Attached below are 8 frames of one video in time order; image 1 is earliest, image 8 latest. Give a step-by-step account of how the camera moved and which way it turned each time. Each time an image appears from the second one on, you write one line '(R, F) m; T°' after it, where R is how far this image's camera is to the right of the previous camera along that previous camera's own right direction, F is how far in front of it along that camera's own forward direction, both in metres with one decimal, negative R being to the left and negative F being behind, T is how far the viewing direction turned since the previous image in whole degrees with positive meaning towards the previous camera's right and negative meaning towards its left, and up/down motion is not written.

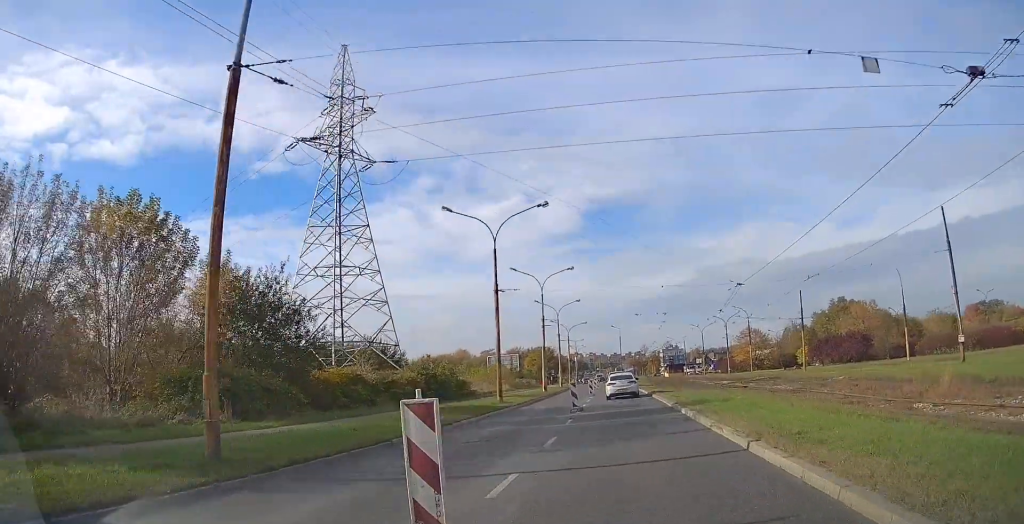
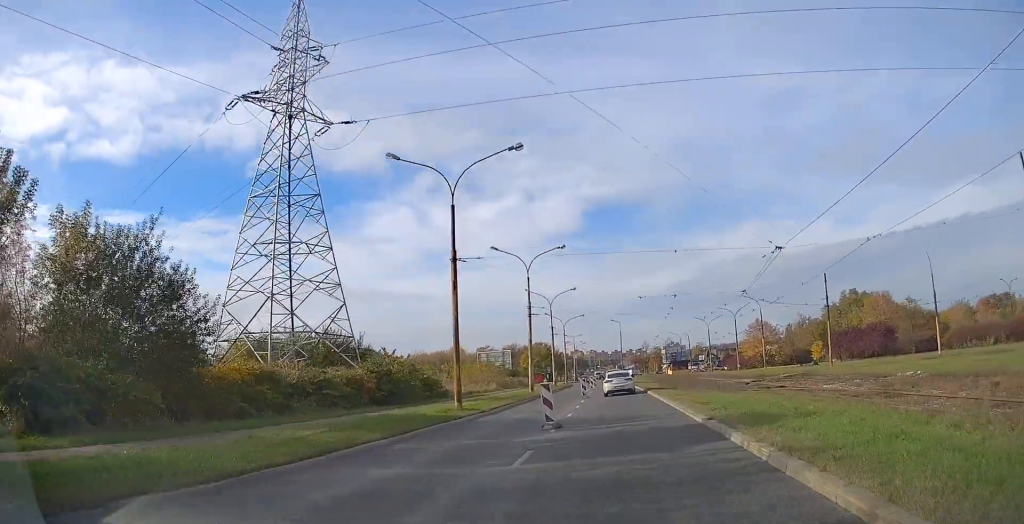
(-0.2, +9.5) m; -1°
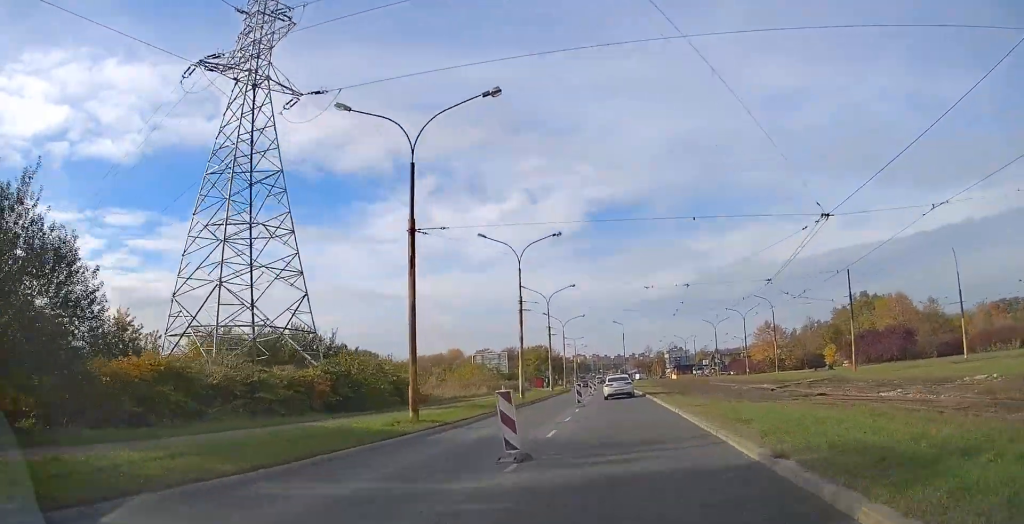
(-0.1, +6.2) m; -1°
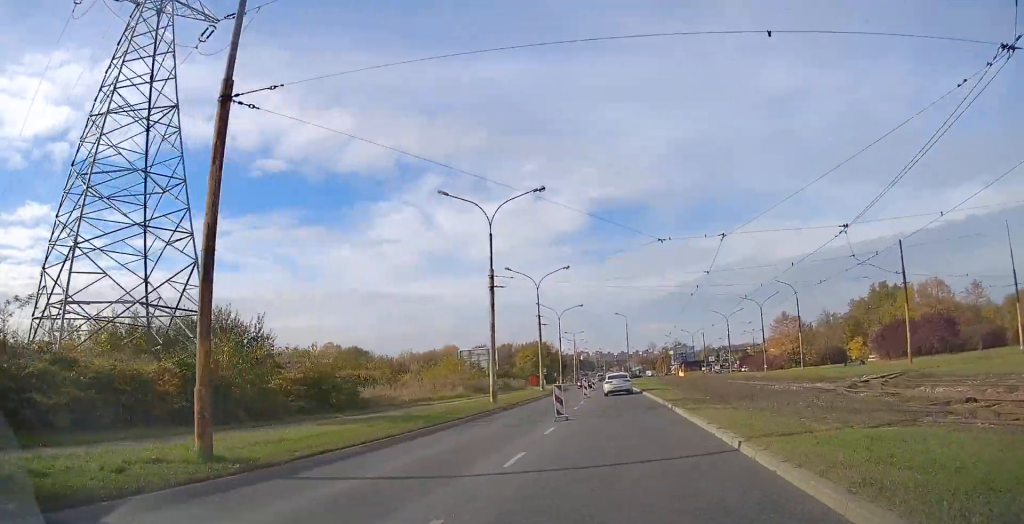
(+0.1, +11.4) m; +2°
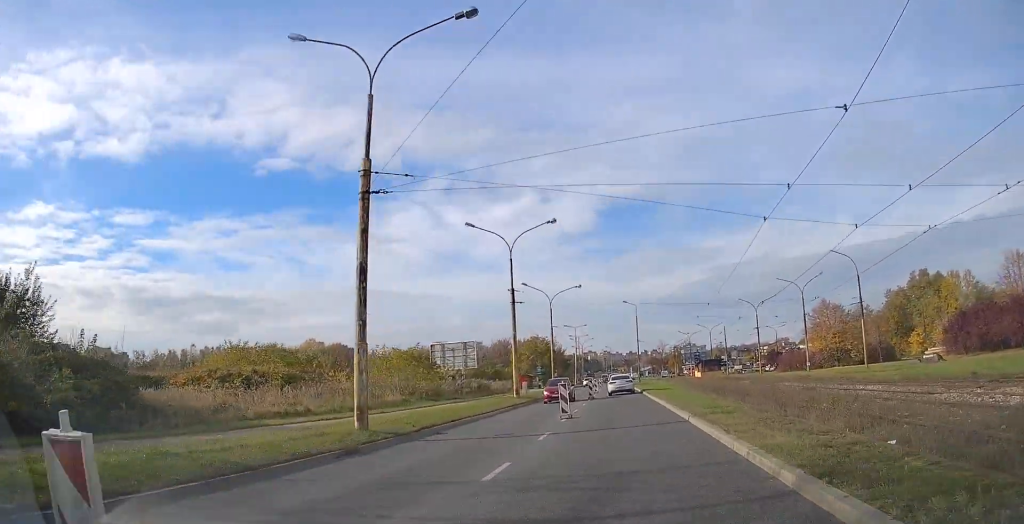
(+0.4, +19.1) m; 0°
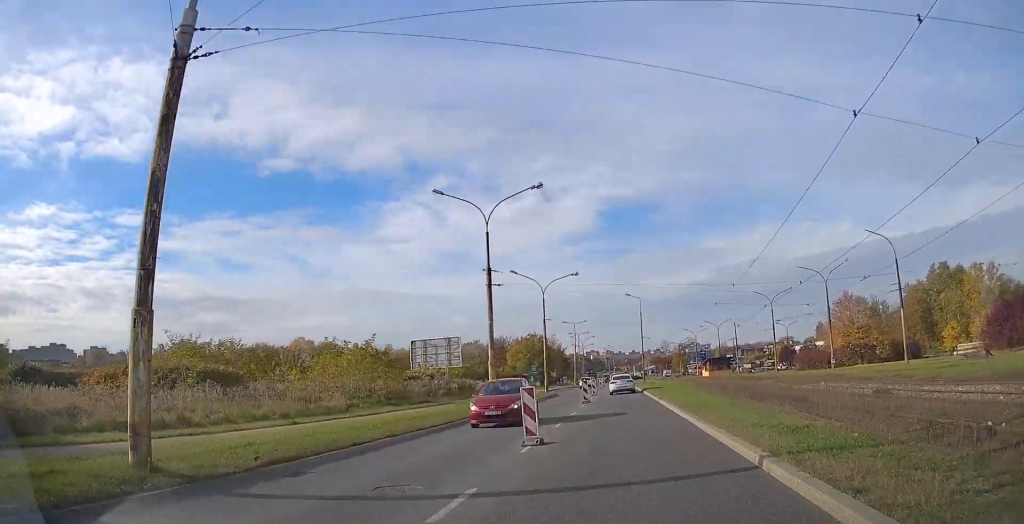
(-0.3, +8.6) m; -1°
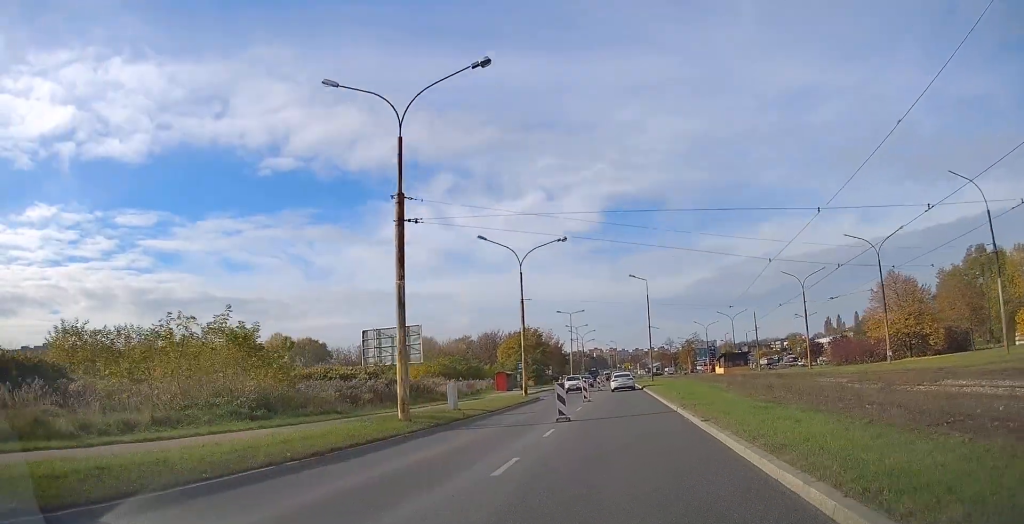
(-0.1, +14.8) m; -1°
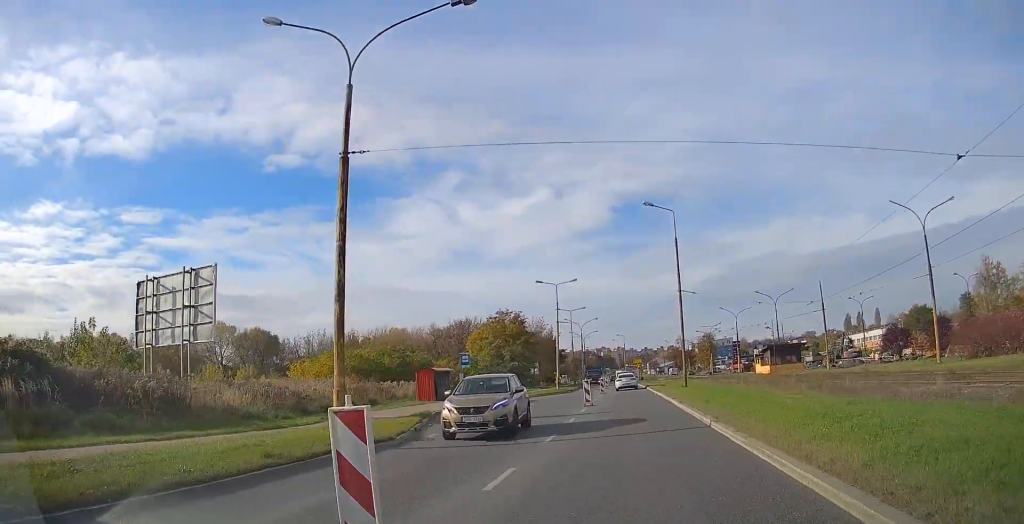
(-0.2, +31.3) m; -1°
